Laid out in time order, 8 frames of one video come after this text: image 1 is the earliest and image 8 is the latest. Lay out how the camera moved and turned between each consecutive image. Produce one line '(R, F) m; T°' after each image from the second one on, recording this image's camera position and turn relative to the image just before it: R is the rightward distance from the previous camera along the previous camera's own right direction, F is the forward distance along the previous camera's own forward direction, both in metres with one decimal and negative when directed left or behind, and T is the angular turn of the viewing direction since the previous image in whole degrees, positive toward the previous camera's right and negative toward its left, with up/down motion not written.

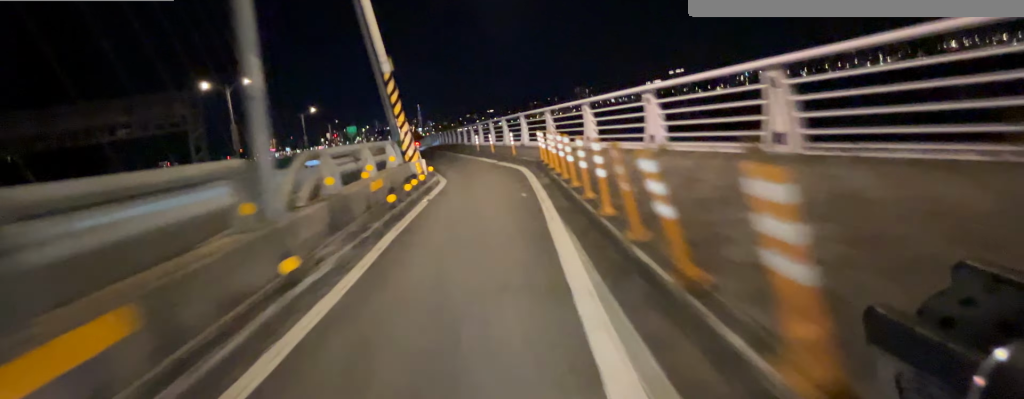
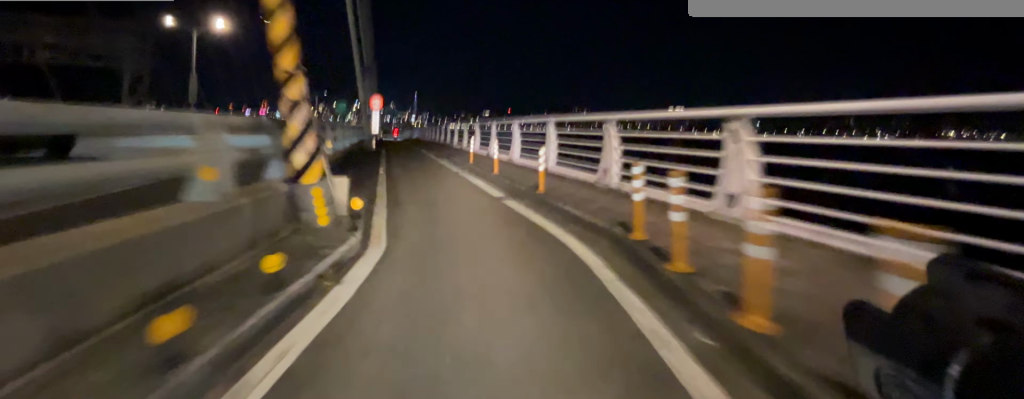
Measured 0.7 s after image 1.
(0.0, +6.8) m; -1°
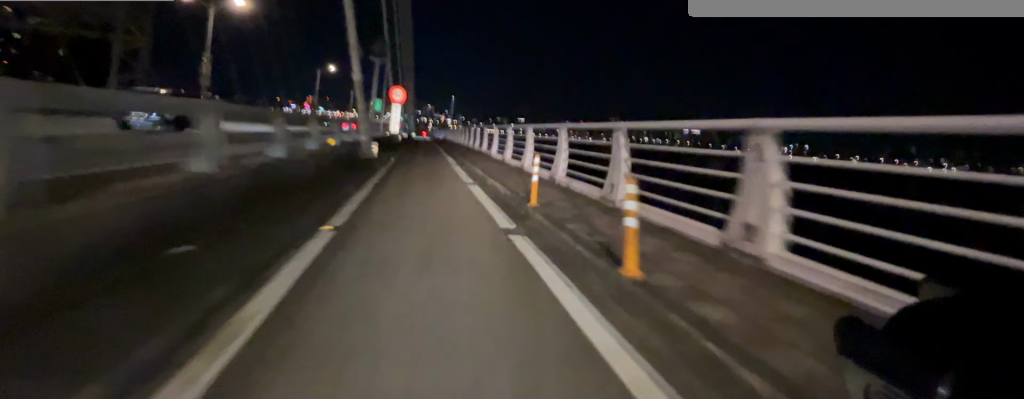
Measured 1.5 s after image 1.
(-0.1, +7.1) m; -2°
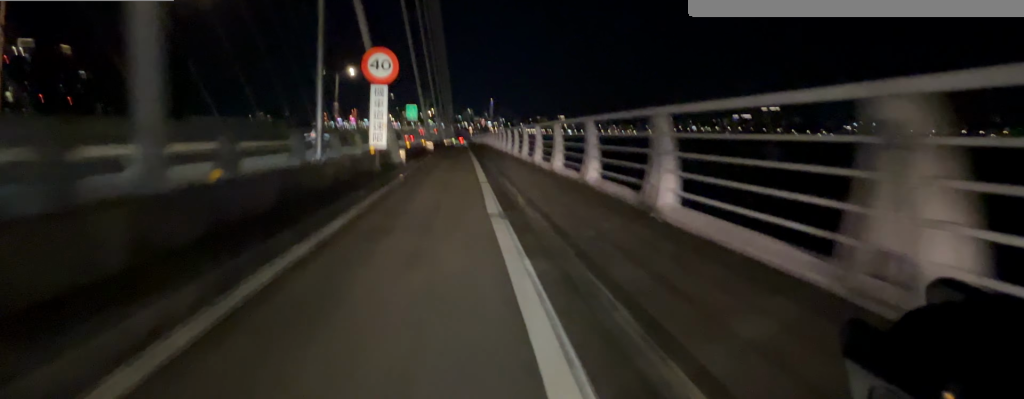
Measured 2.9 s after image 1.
(-0.5, +15.6) m; -2°
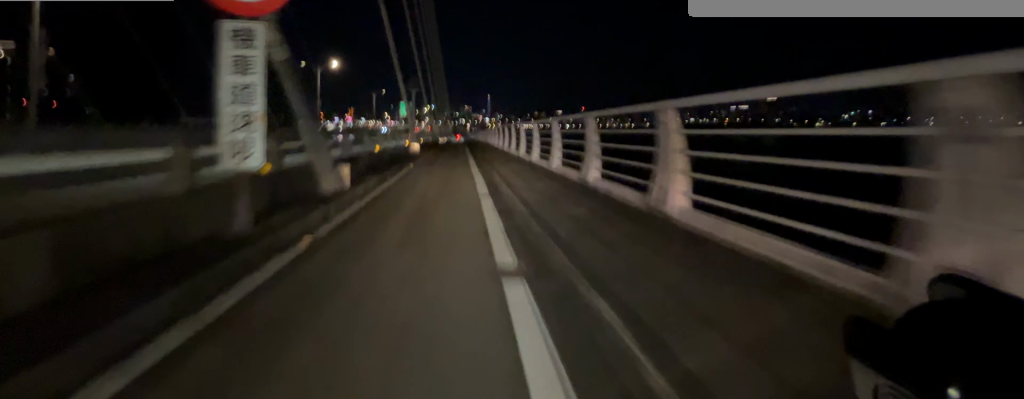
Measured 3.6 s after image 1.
(0.0, +7.1) m; 0°
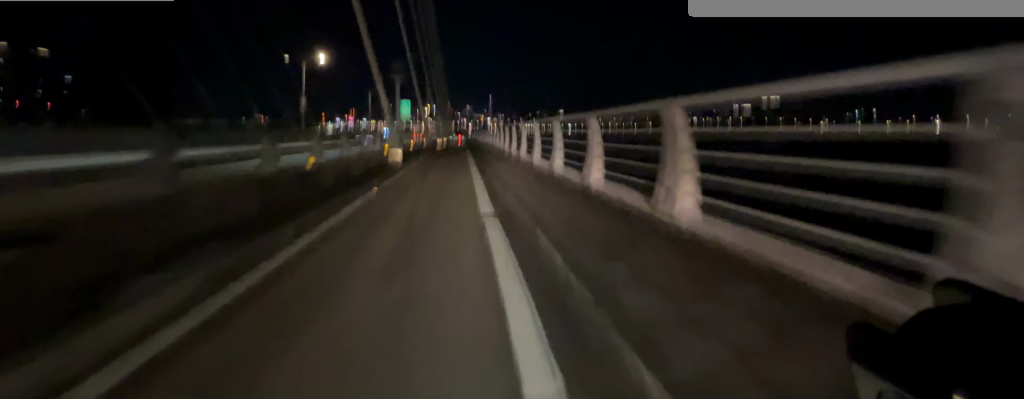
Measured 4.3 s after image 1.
(0.0, +6.4) m; 0°
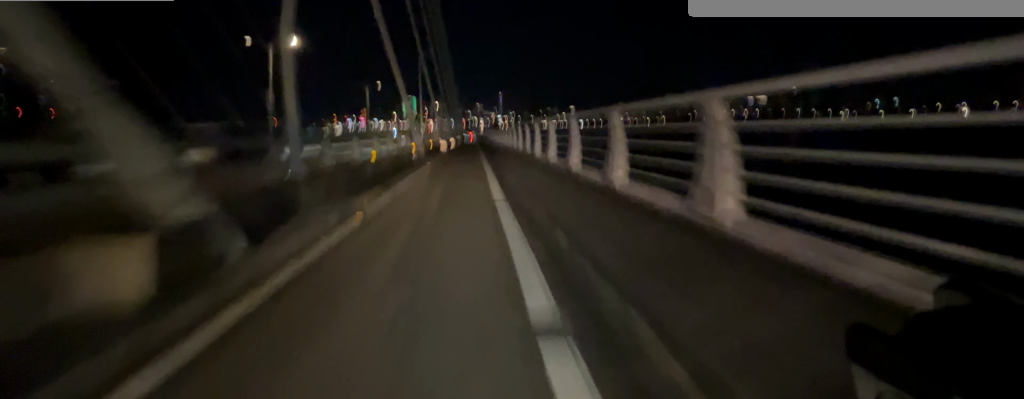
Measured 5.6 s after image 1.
(0.0, +11.4) m; 0°
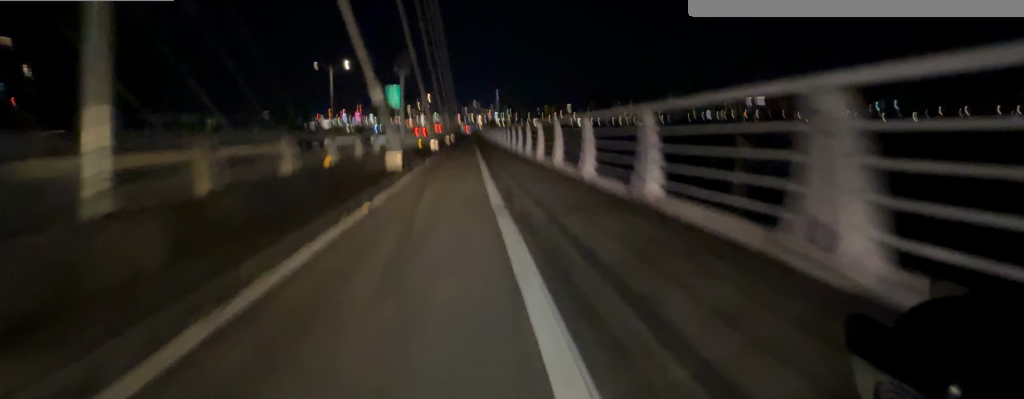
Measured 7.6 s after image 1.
(0.0, +18.7) m; 0°
